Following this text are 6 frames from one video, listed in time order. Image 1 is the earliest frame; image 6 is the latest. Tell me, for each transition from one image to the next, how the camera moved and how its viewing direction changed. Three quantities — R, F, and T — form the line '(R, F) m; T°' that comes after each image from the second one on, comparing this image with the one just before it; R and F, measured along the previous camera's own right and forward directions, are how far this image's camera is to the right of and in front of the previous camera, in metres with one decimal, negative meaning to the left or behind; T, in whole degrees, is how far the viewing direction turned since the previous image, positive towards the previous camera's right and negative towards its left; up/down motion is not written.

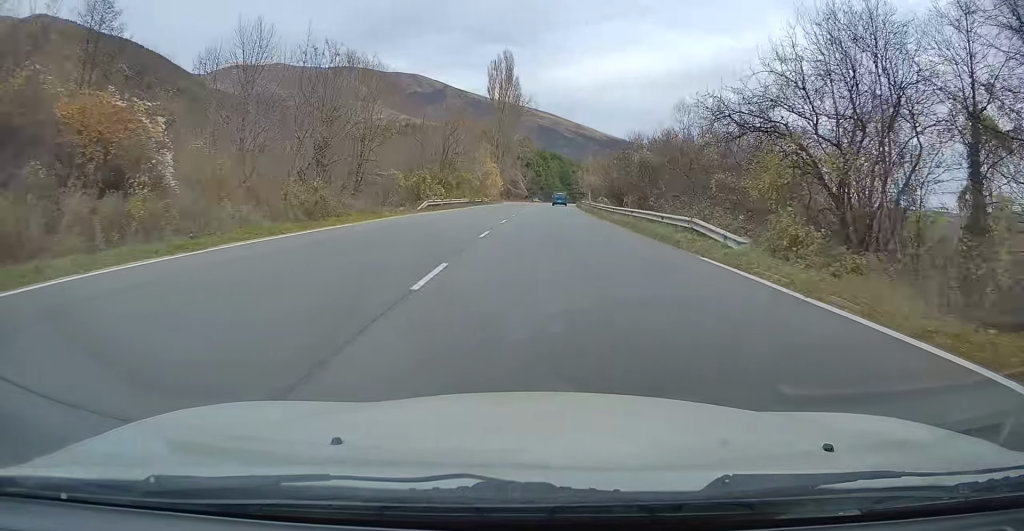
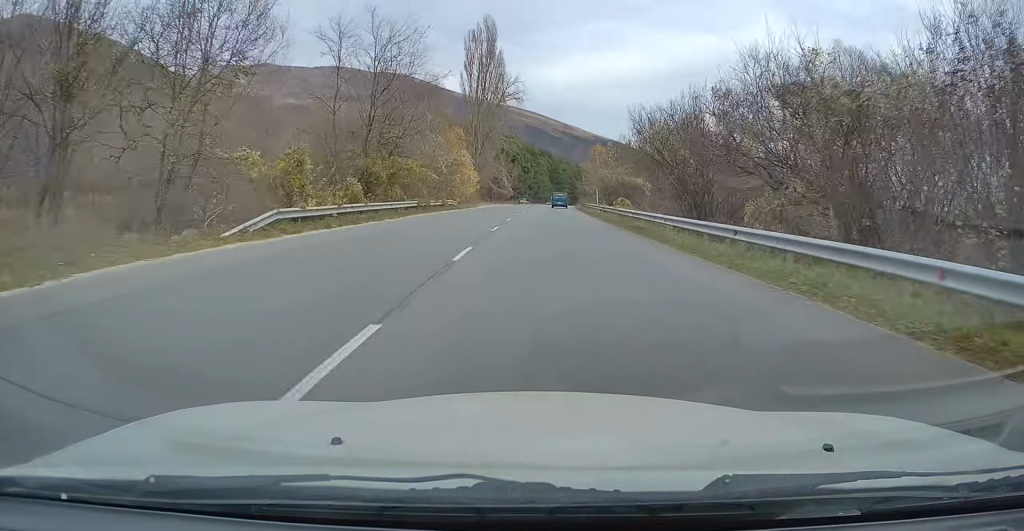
(+0.4, +24.7) m; +2°
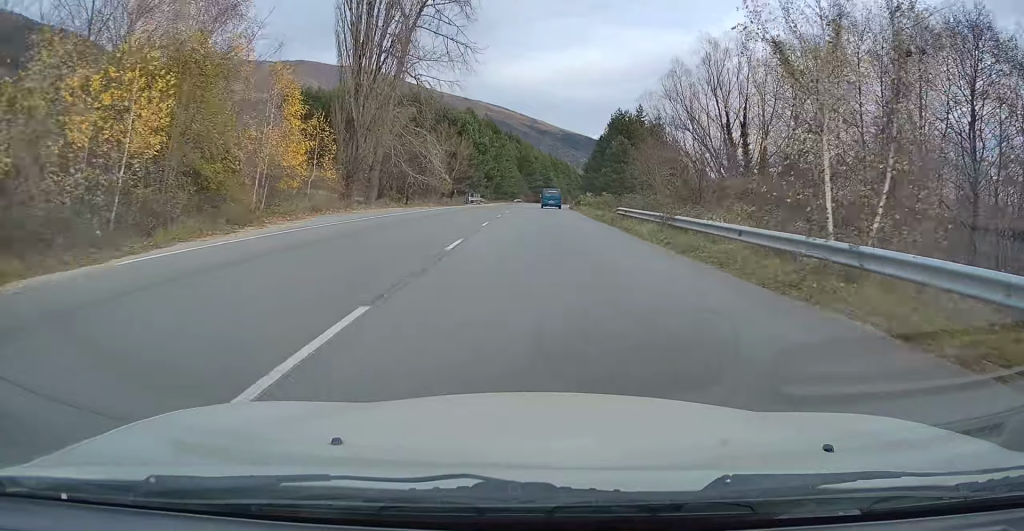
(+1.7, +58.0) m; +3°
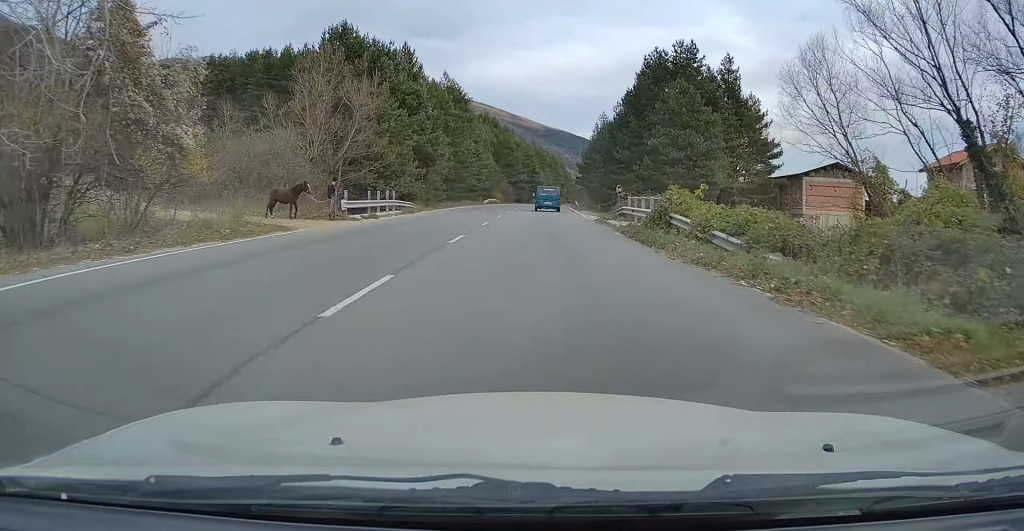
(+1.0, +45.5) m; +2°
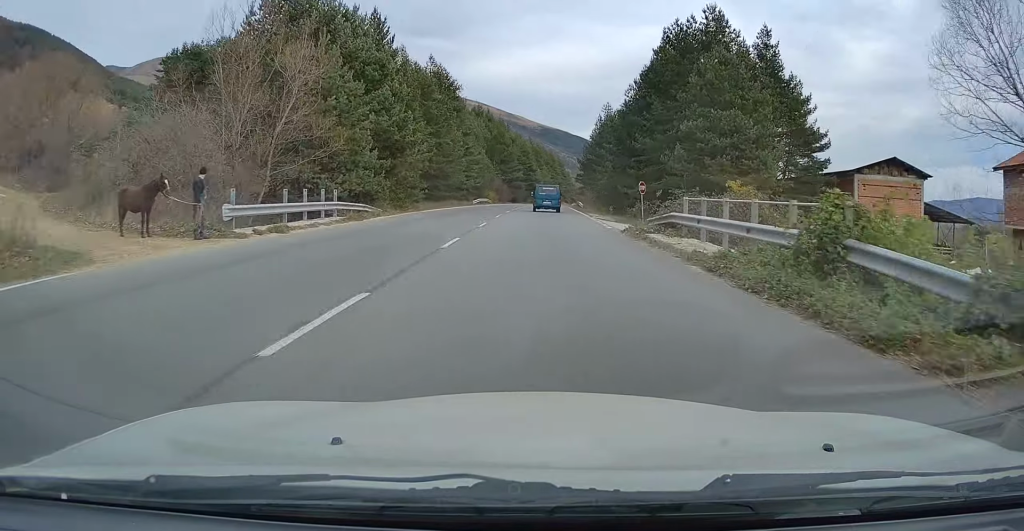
(+0.2, +11.0) m; 0°
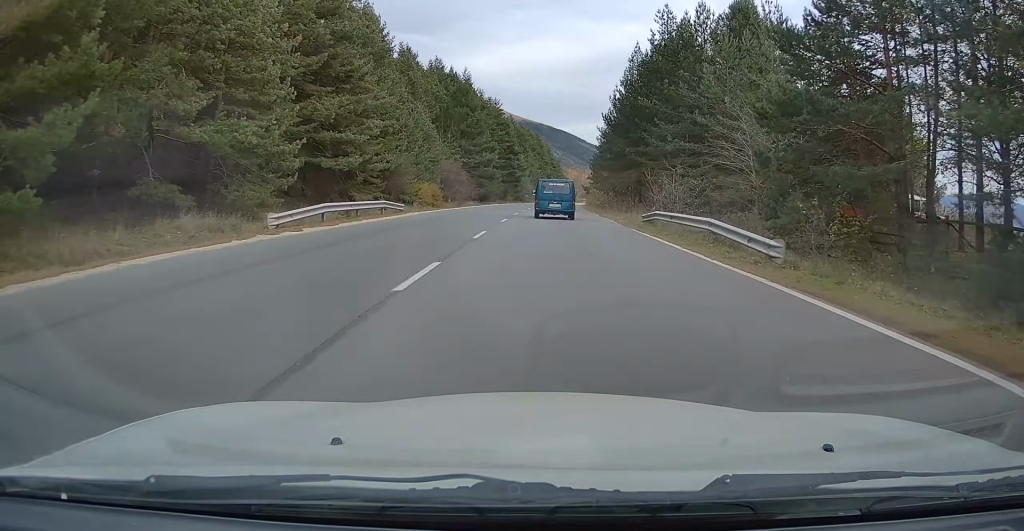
(0.0, +54.3) m; +2°
